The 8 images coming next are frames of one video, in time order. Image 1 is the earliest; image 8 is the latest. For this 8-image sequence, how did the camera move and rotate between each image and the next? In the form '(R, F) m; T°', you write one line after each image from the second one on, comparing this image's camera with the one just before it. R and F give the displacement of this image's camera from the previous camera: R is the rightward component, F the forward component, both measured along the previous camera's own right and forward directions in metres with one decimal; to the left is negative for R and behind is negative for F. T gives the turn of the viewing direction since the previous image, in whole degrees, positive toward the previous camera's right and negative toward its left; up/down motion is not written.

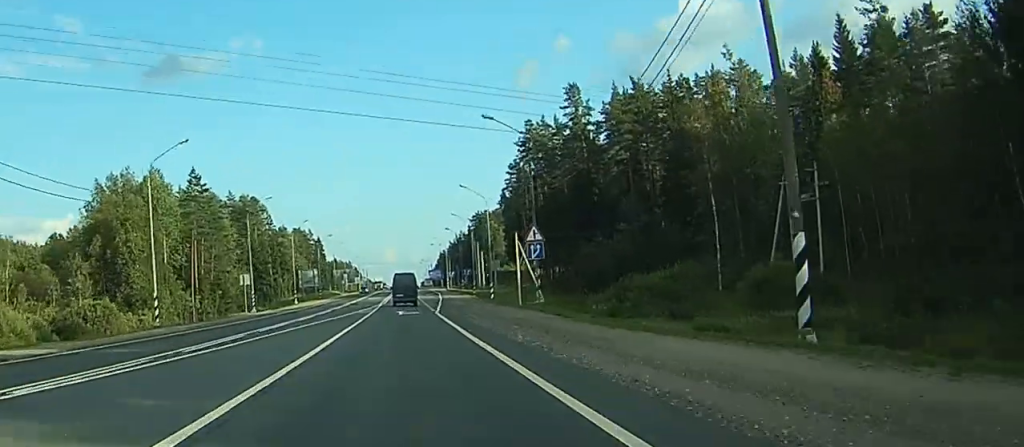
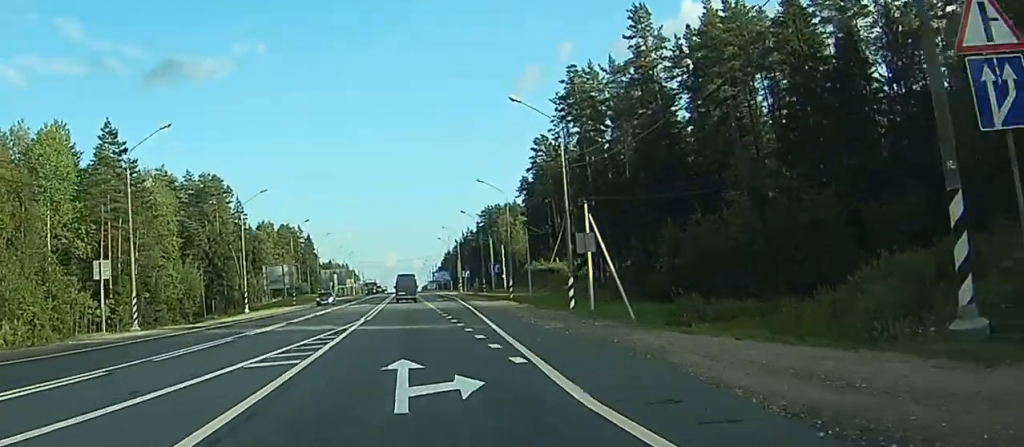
(-0.2, +39.6) m; 0°
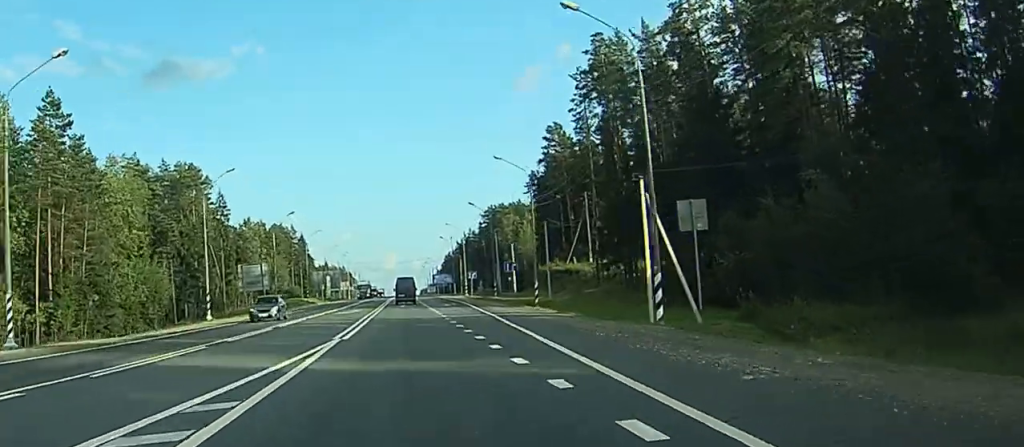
(0.0, +15.9) m; 0°
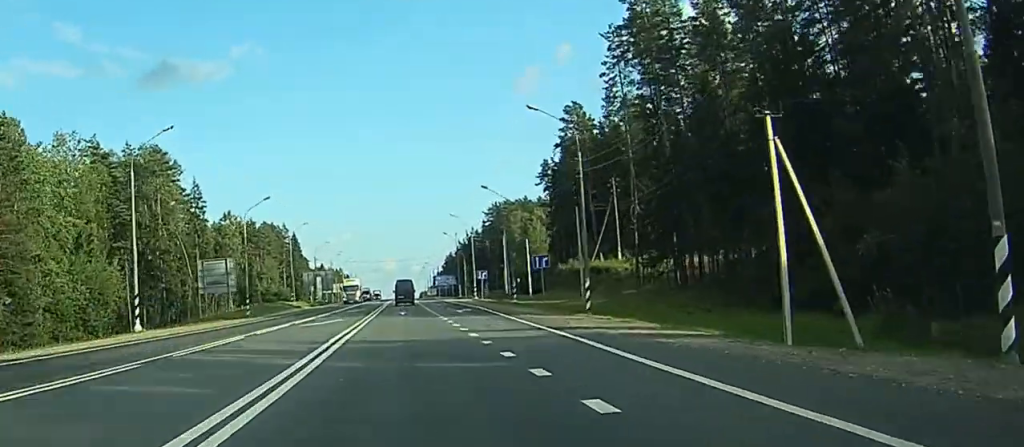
(+0.1, +18.3) m; 0°
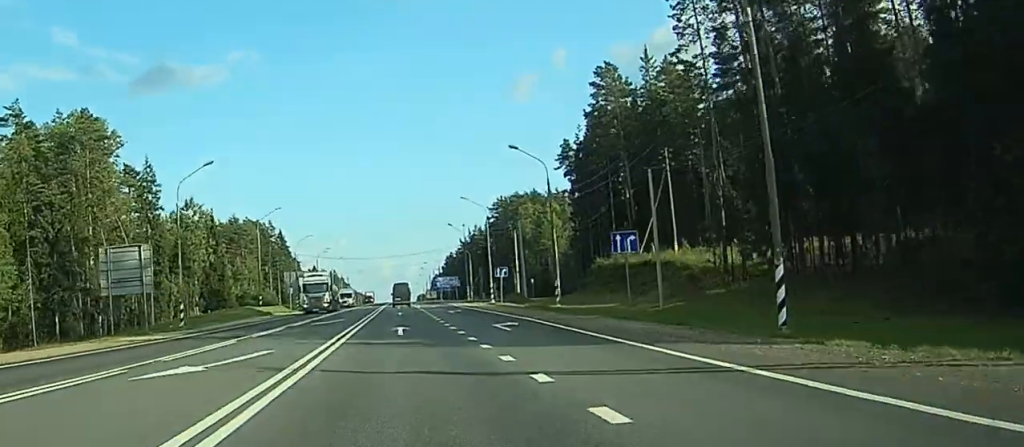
(+0.1, +24.5) m; 0°
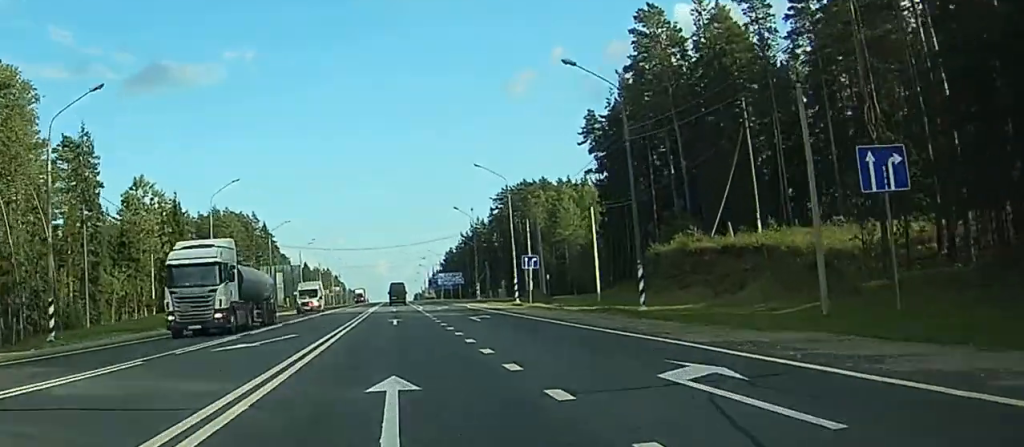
(0.0, +21.9) m; 0°
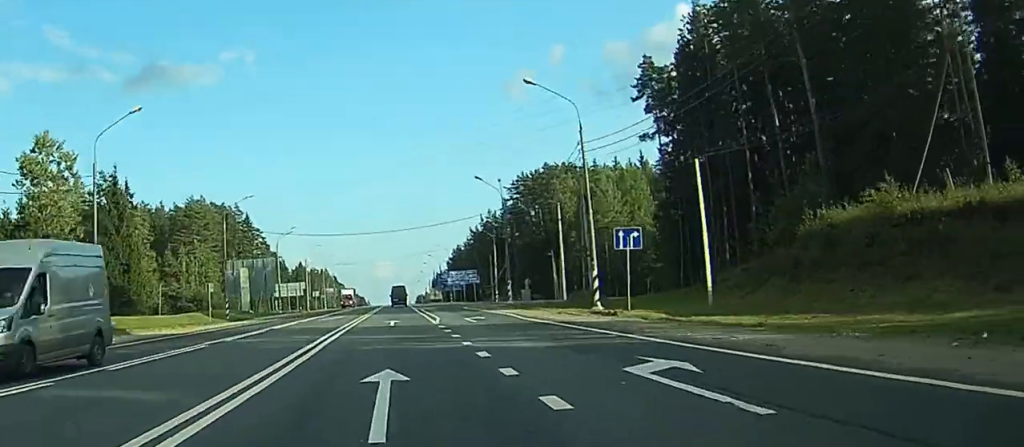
(0.0, +27.7) m; 0°
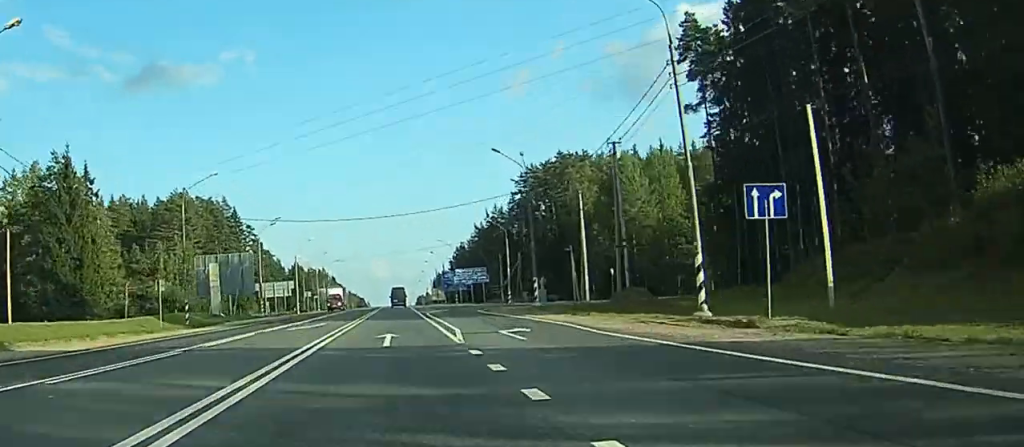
(0.0, +14.4) m; 0°
